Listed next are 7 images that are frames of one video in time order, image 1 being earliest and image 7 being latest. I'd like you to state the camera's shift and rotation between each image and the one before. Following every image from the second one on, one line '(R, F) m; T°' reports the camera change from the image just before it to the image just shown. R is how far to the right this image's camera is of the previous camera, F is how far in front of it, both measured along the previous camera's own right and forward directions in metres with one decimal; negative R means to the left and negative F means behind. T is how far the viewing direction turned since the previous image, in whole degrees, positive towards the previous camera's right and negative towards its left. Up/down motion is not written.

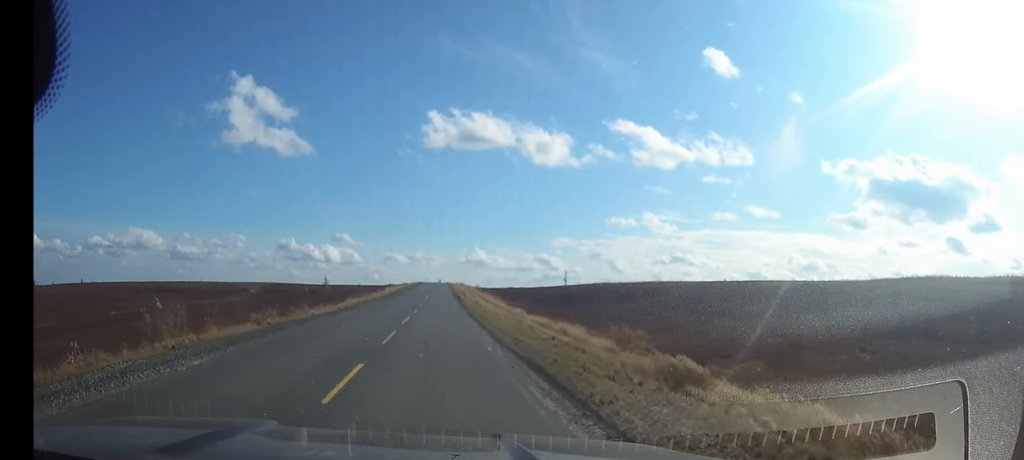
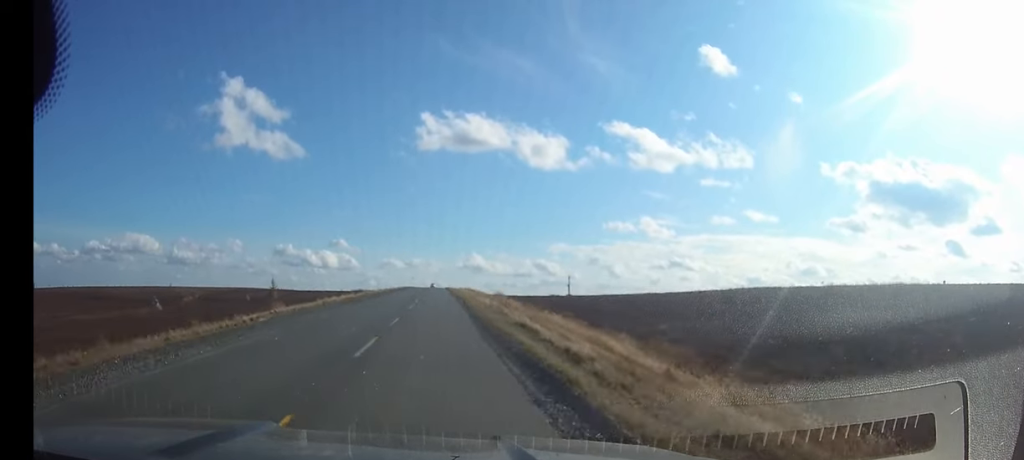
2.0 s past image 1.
(0.0, +56.4) m; 0°
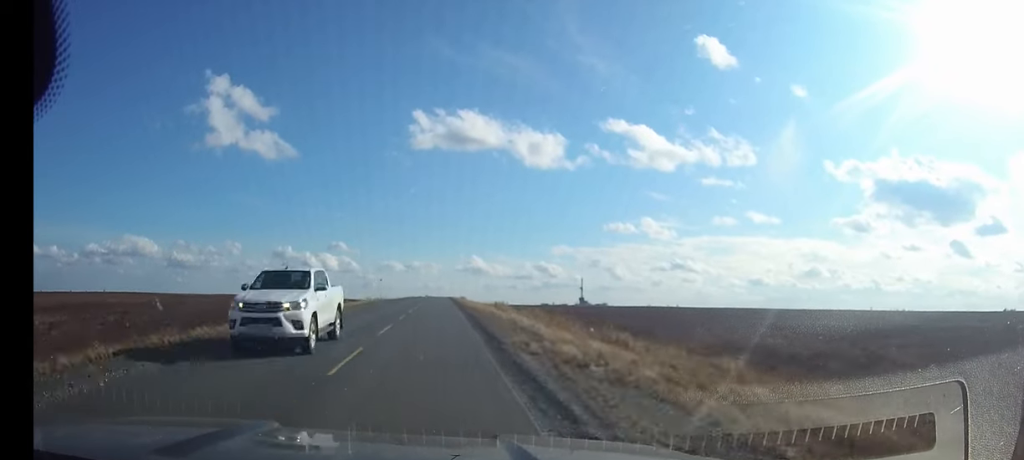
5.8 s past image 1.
(+0.1, +97.3) m; 0°
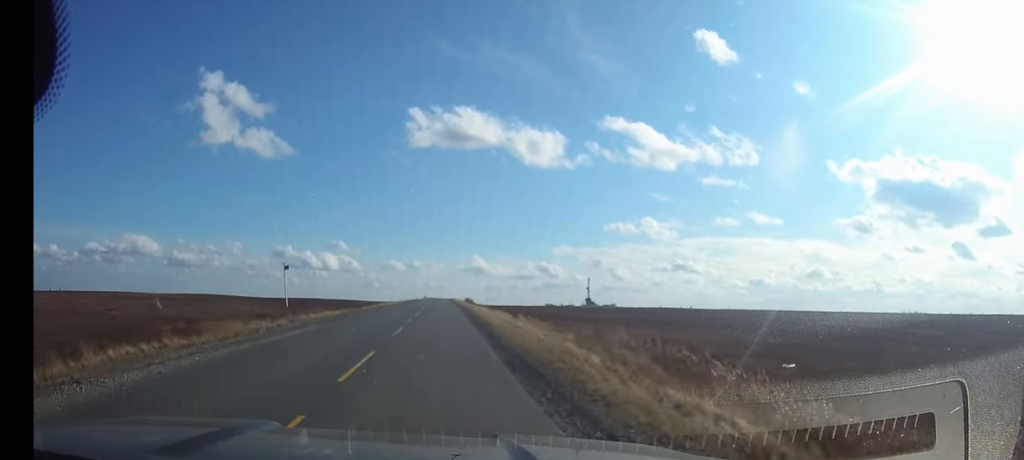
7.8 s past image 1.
(-0.1, +48.1) m; 0°
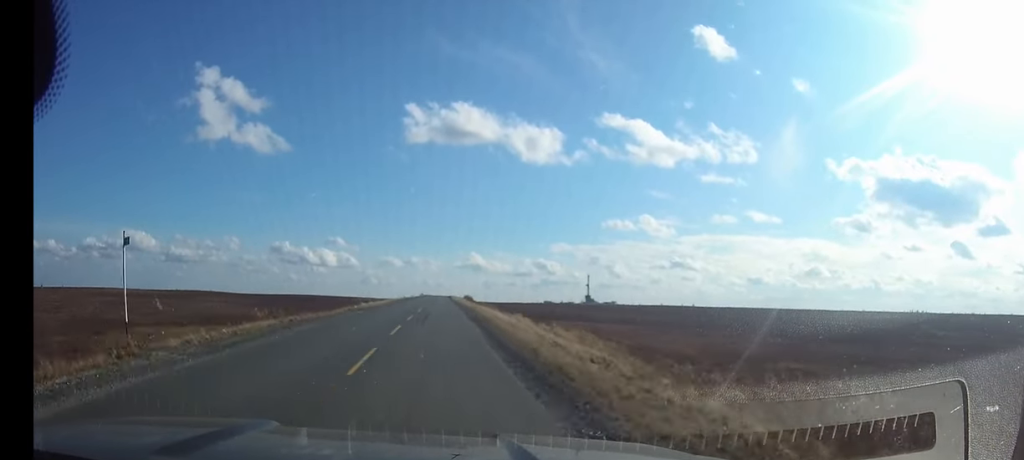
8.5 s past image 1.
(0.0, +16.6) m; 0°
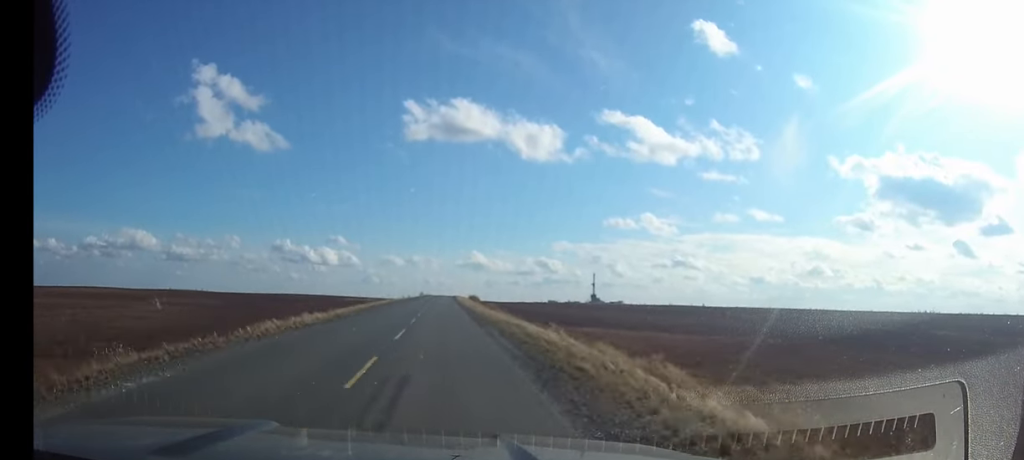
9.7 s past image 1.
(+0.1, +28.5) m; 0°
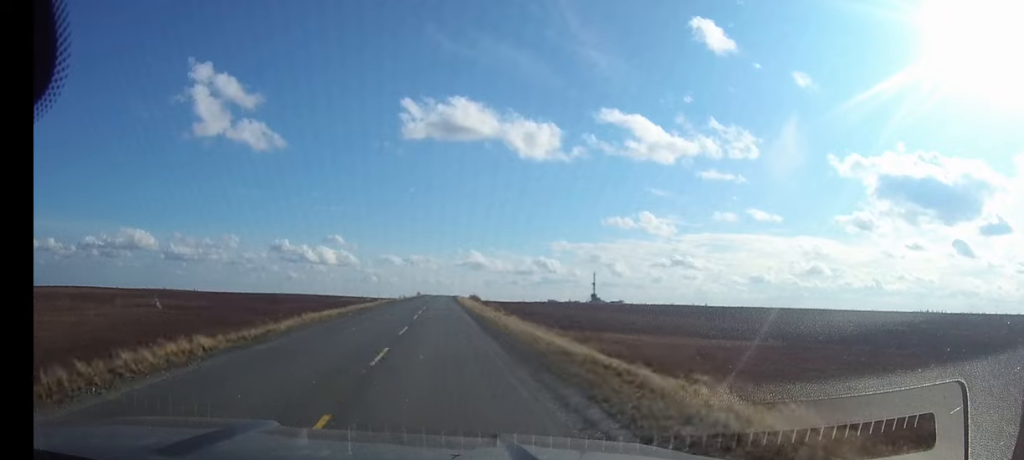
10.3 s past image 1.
(0.0, +14.5) m; 0°
